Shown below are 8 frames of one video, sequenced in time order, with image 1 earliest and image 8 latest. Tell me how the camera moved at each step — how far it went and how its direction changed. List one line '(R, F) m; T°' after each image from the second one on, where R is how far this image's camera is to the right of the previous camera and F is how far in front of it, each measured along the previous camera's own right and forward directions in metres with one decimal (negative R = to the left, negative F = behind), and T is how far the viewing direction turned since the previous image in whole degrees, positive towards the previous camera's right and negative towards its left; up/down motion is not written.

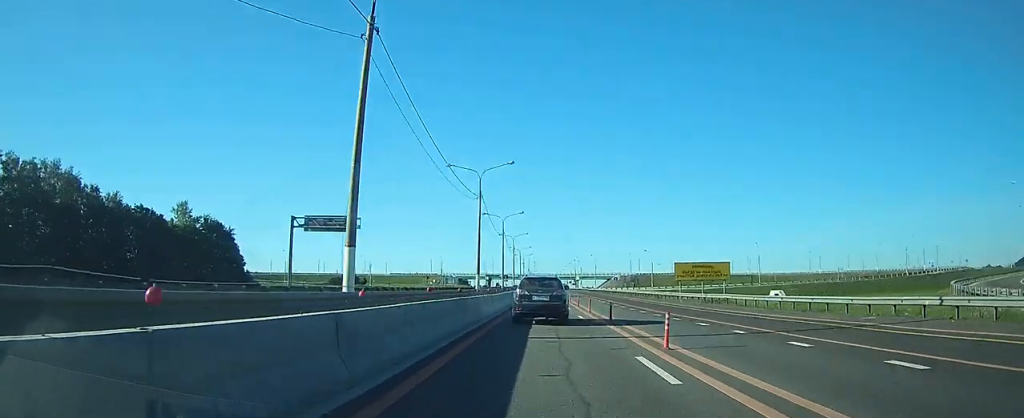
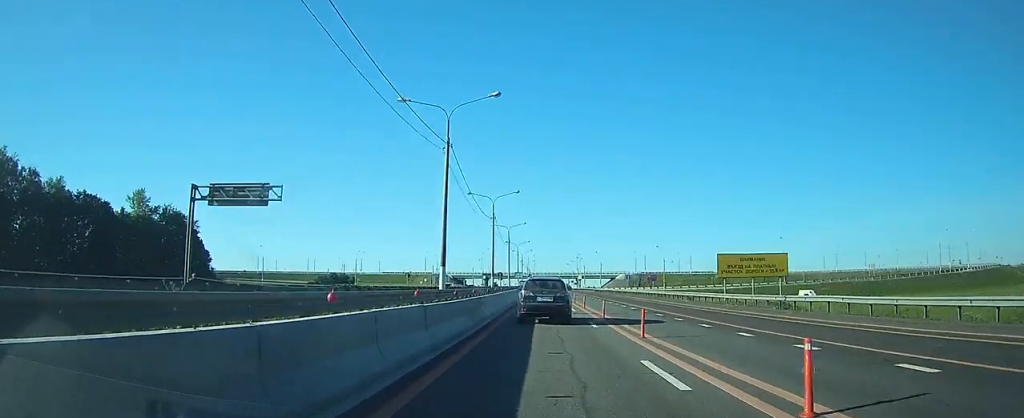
(0.0, +16.2) m; 0°
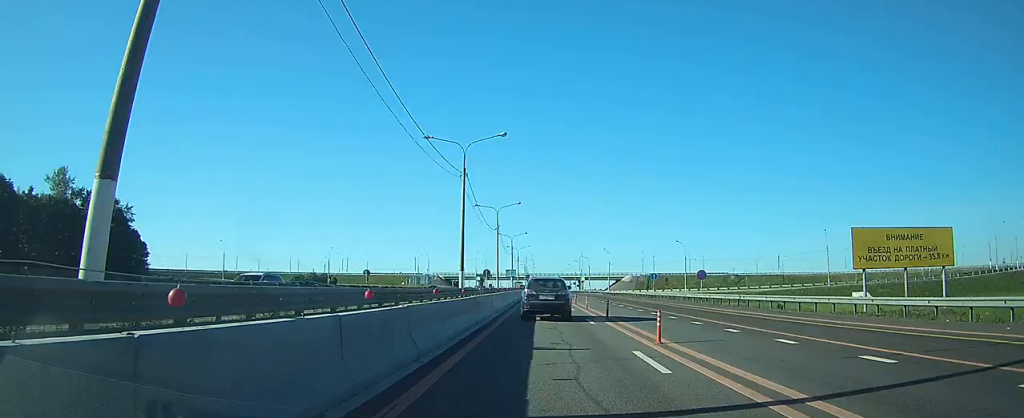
(0.0, +22.5) m; 0°
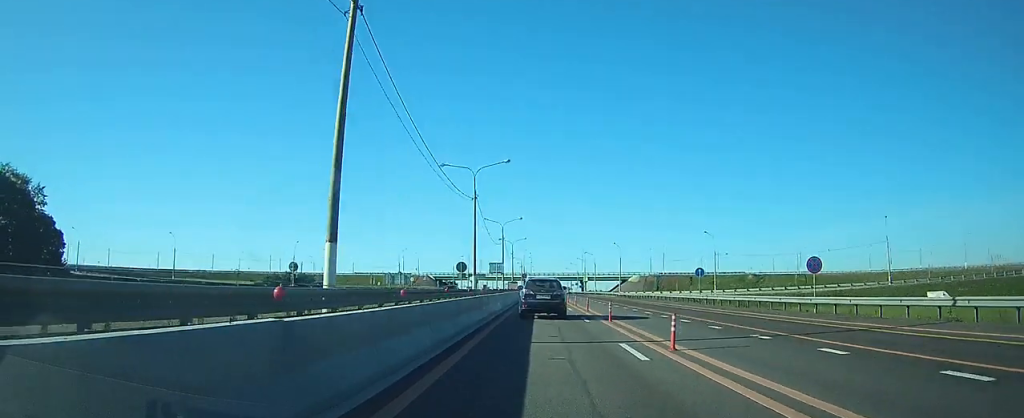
(0.0, +22.0) m; 0°
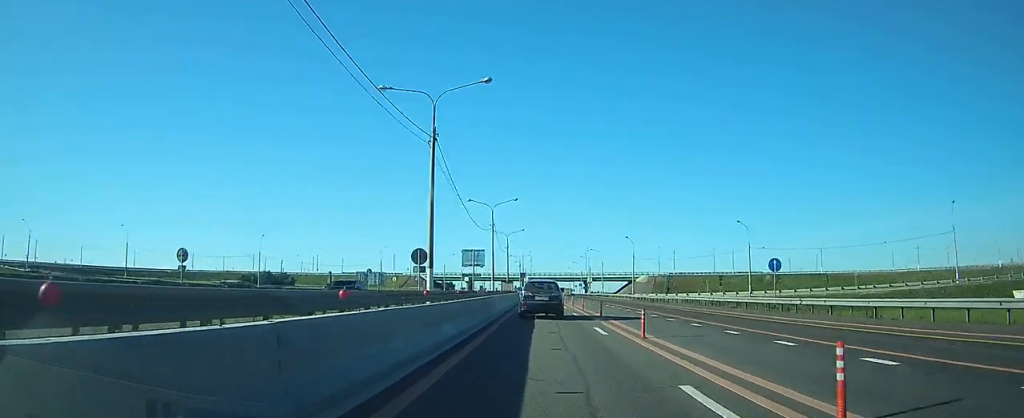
(0.0, +17.2) m; 0°
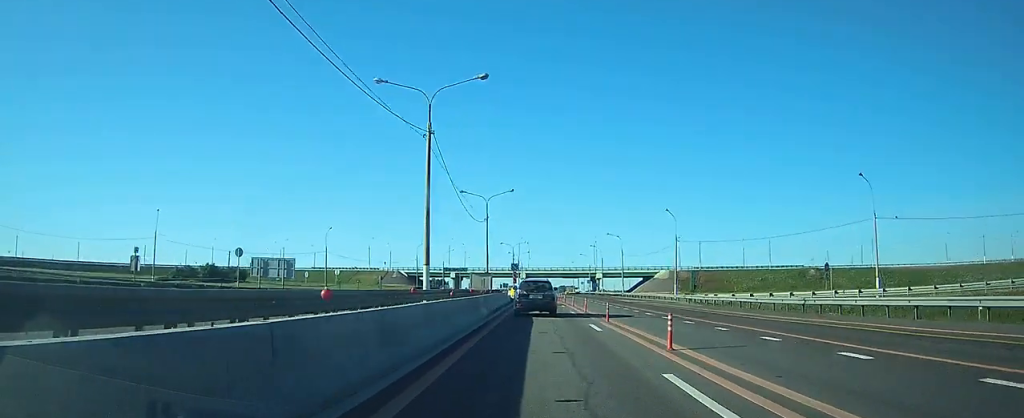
(+0.1, +34.6) m; 0°
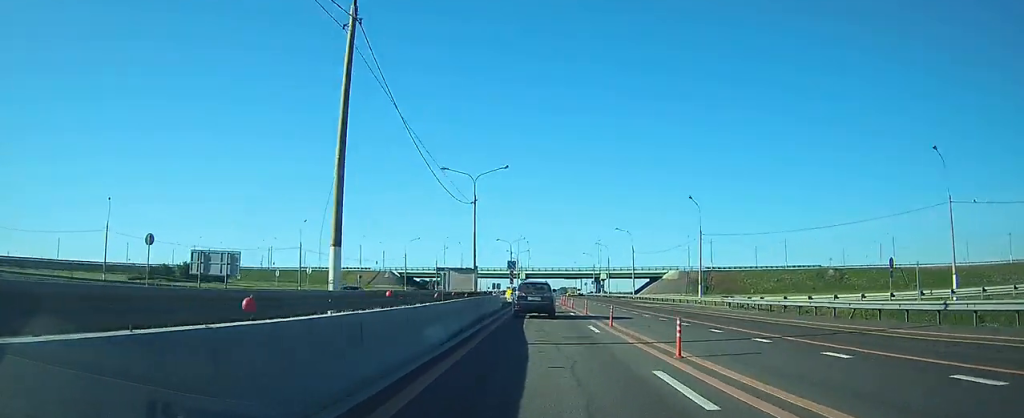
(0.0, +11.2) m; 0°
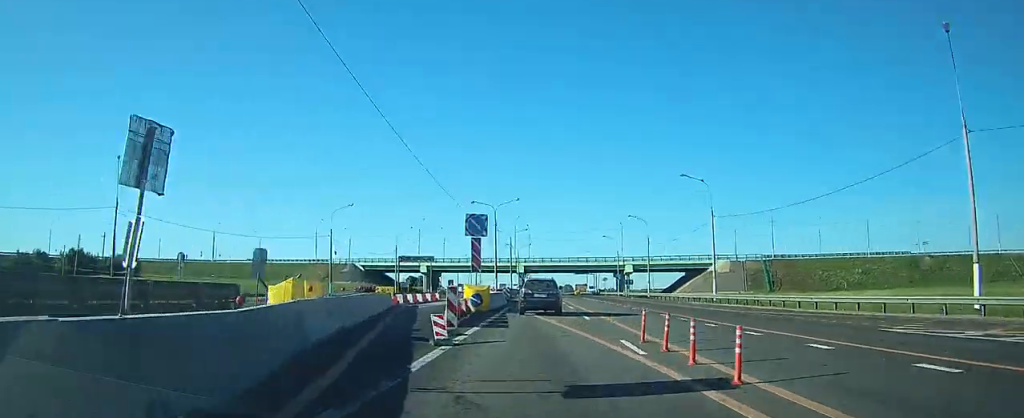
(0.0, +42.7) m; 0°
